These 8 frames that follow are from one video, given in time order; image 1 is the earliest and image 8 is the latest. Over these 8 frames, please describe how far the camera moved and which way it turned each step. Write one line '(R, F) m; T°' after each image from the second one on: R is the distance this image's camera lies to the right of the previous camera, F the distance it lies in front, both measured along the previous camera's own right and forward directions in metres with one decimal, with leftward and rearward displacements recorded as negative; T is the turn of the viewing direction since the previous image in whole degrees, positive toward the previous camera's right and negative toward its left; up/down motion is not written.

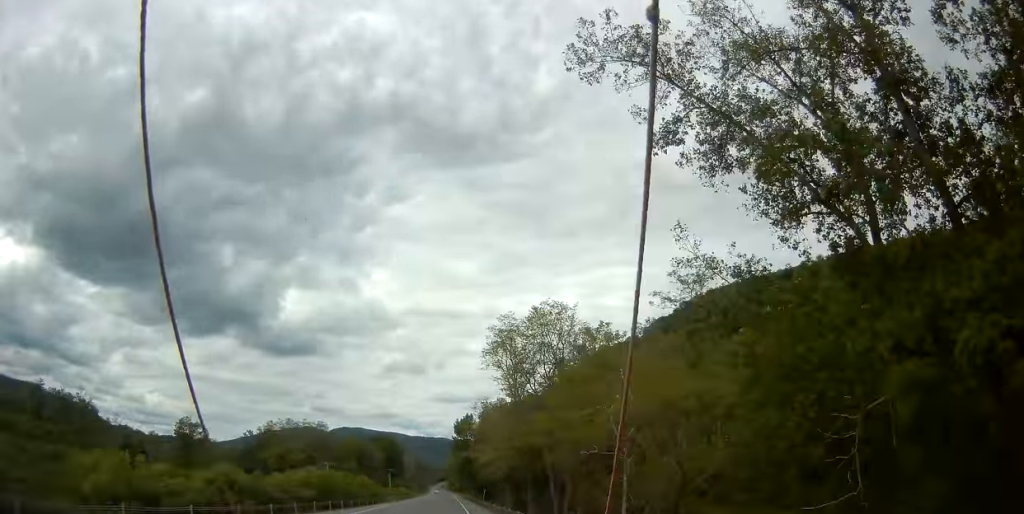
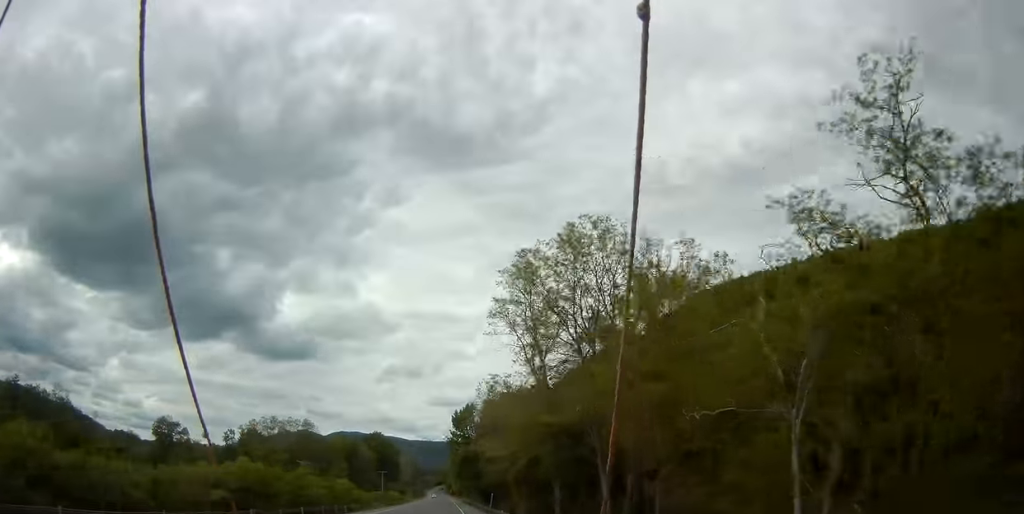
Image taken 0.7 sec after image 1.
(+0.3, +17.7) m; -1°
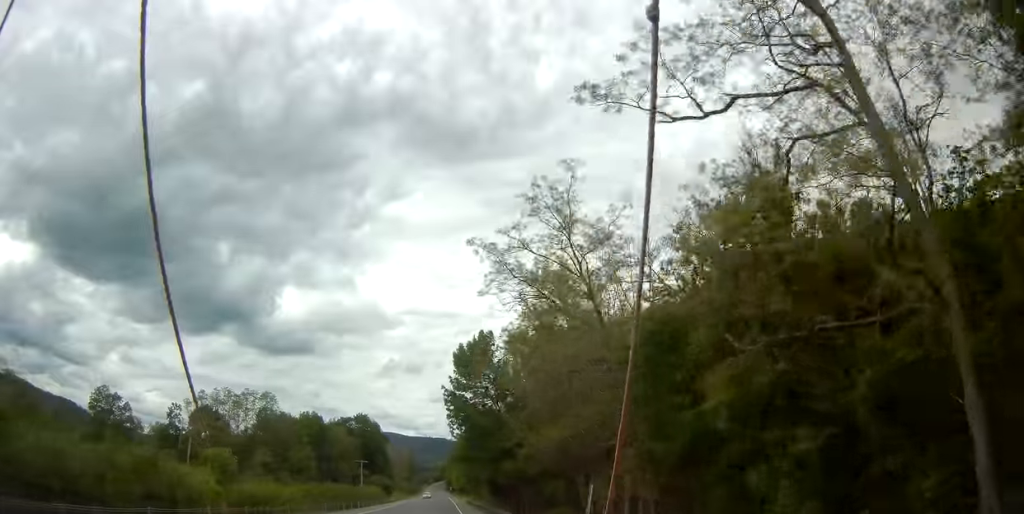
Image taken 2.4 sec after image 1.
(-0.7, +43.9) m; 0°
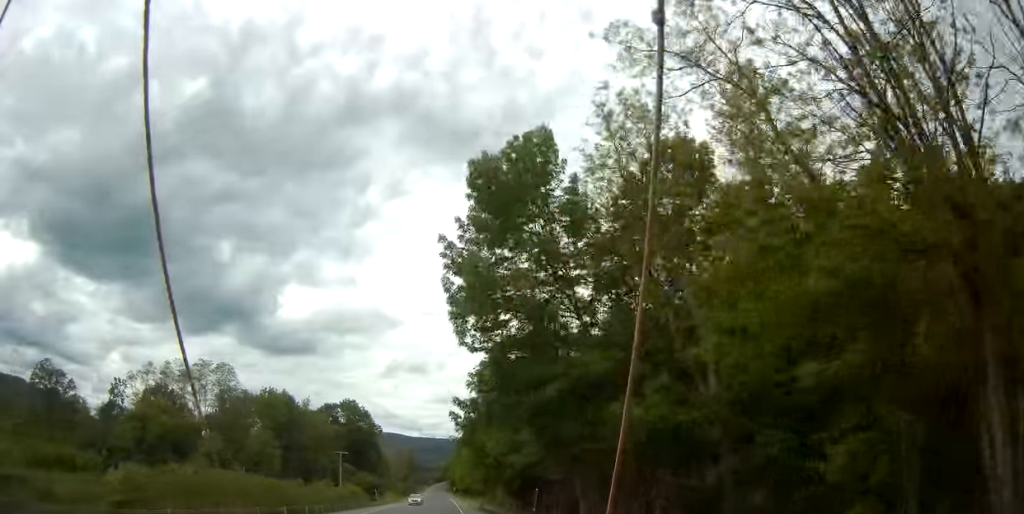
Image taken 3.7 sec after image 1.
(+0.1, +32.9) m; 0°
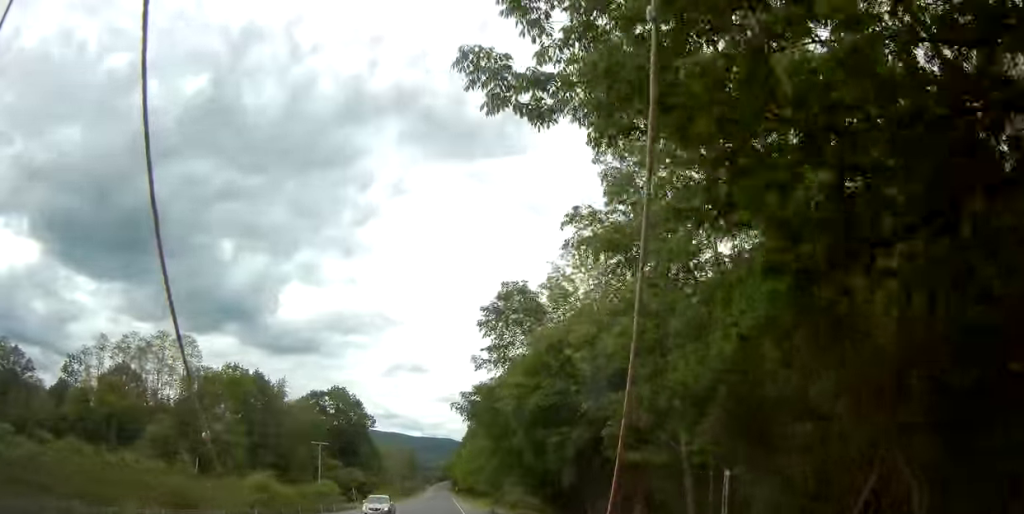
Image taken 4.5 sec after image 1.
(0.0, +20.2) m; 0°
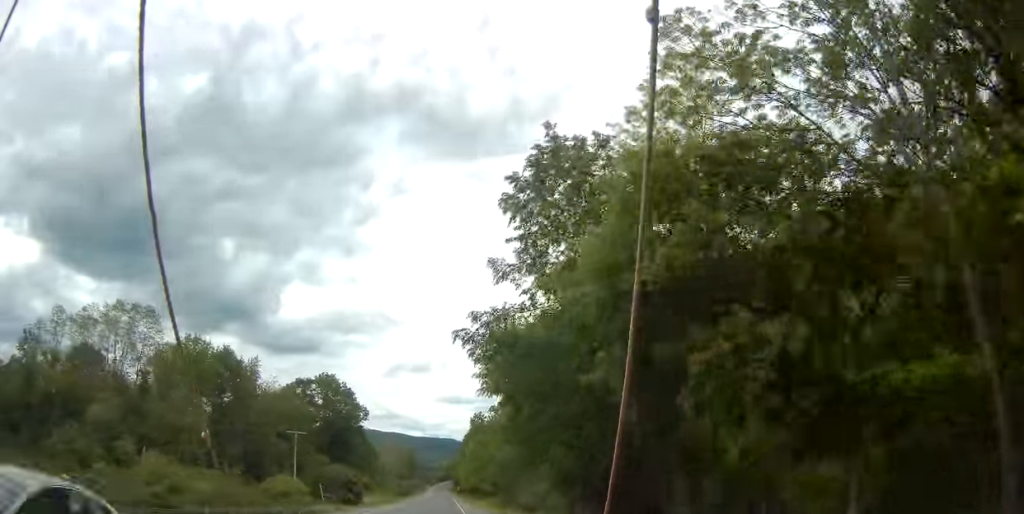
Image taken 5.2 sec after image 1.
(-0.1, +16.1) m; 0°
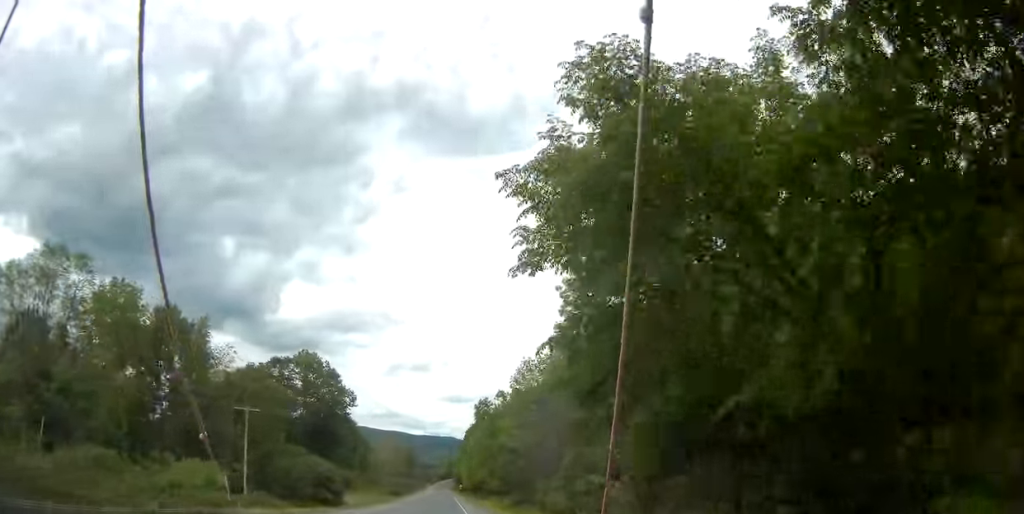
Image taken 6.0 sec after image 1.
(0.0, +20.3) m; 0°
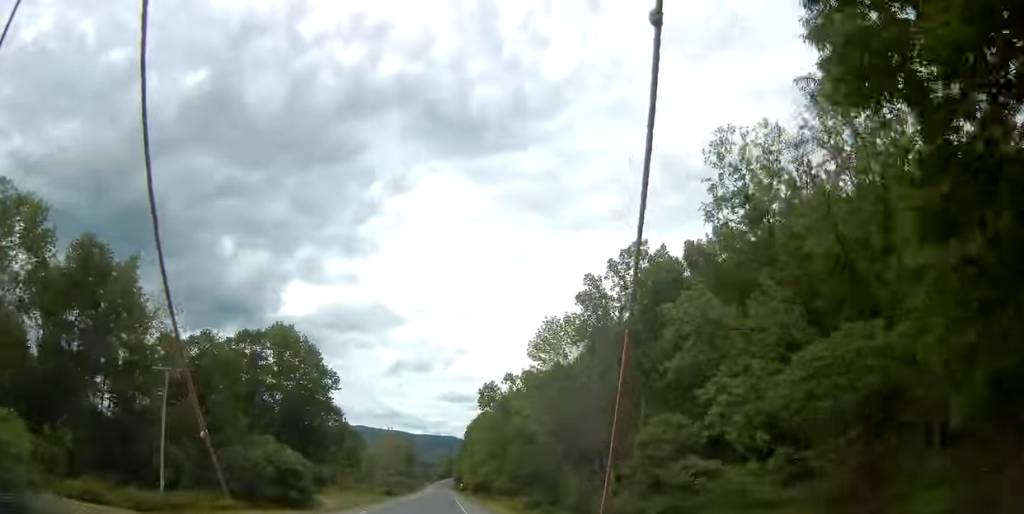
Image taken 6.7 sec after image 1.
(+0.1, +18.6) m; 0°
